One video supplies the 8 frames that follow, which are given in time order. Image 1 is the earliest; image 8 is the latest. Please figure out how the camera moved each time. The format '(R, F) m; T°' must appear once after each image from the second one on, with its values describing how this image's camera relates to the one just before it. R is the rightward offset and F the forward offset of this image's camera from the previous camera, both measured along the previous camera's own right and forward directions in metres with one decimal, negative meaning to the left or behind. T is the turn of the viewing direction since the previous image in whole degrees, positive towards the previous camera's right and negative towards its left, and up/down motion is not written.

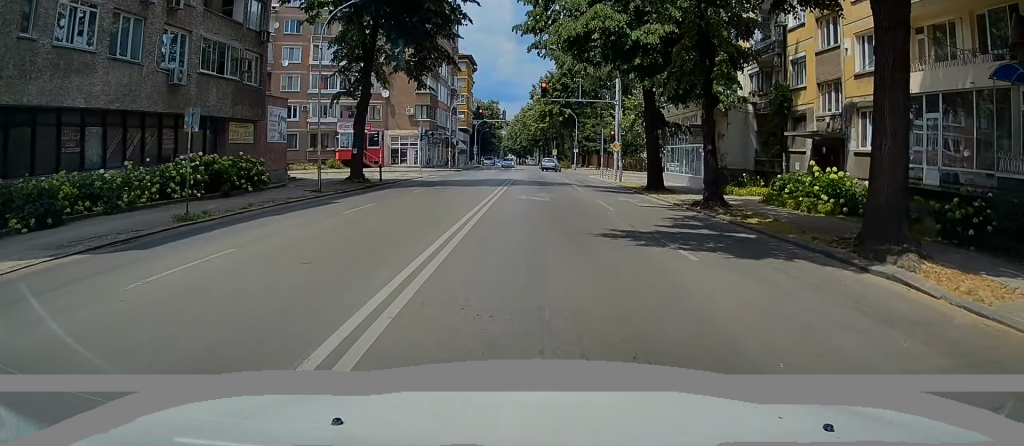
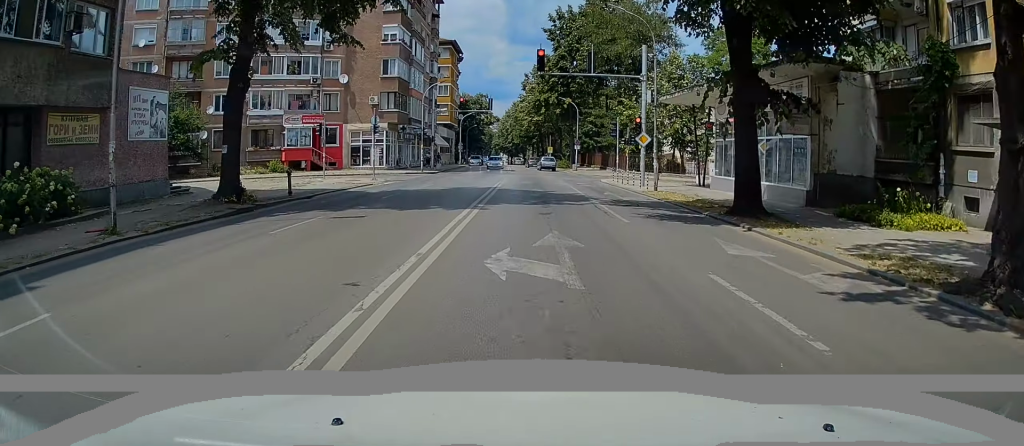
(+0.1, +13.4) m; 0°
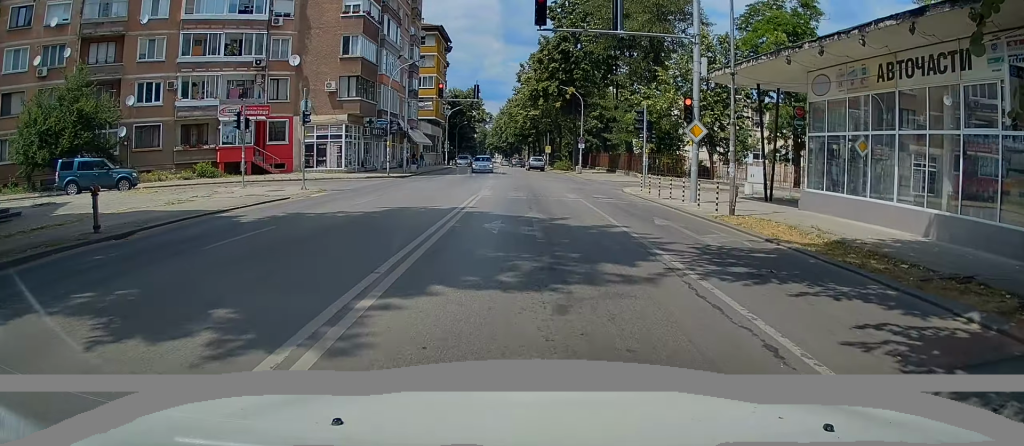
(+0.1, +11.7) m; +1°
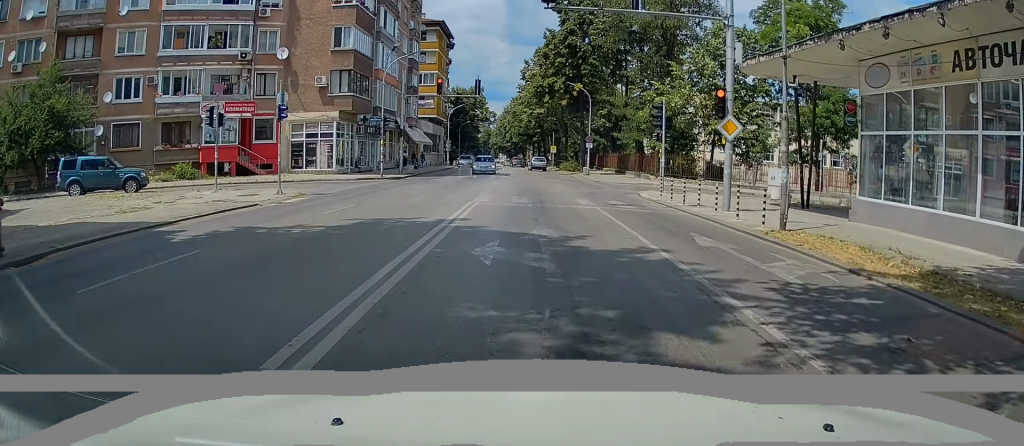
(+0.2, +3.5) m; 0°
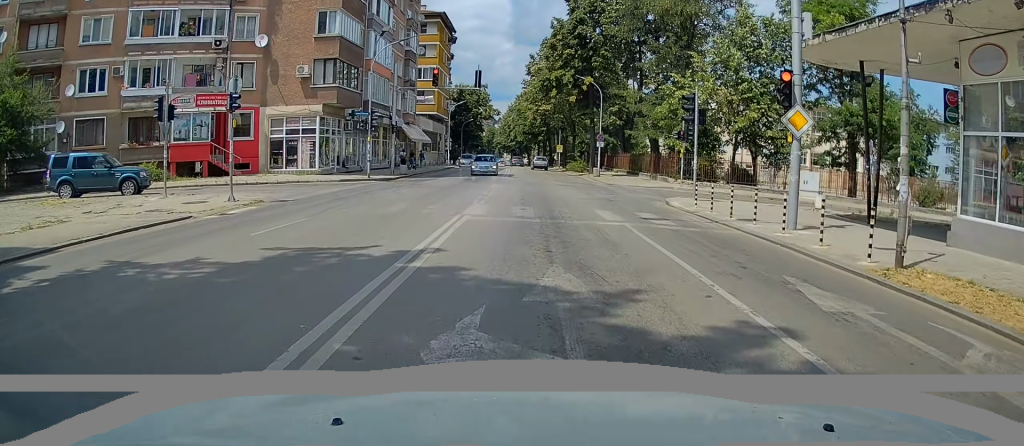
(-0.3, +4.5) m; -1°
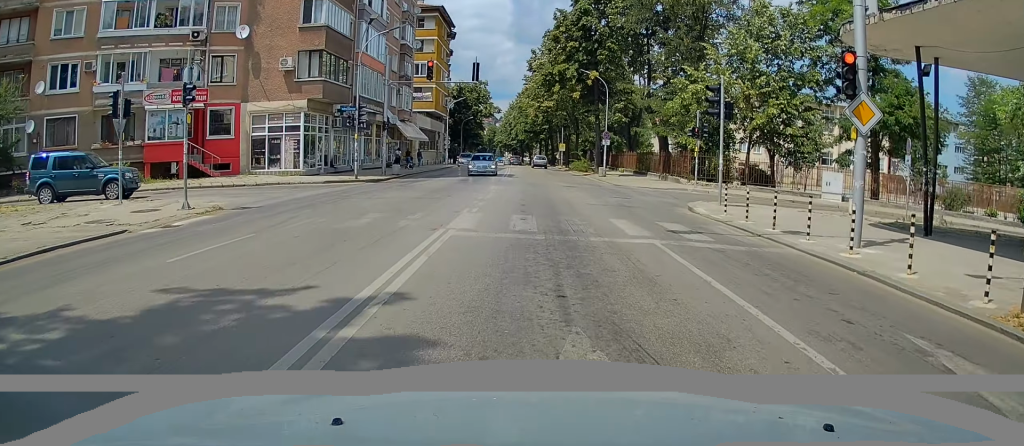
(+0.1, +2.9) m; 0°
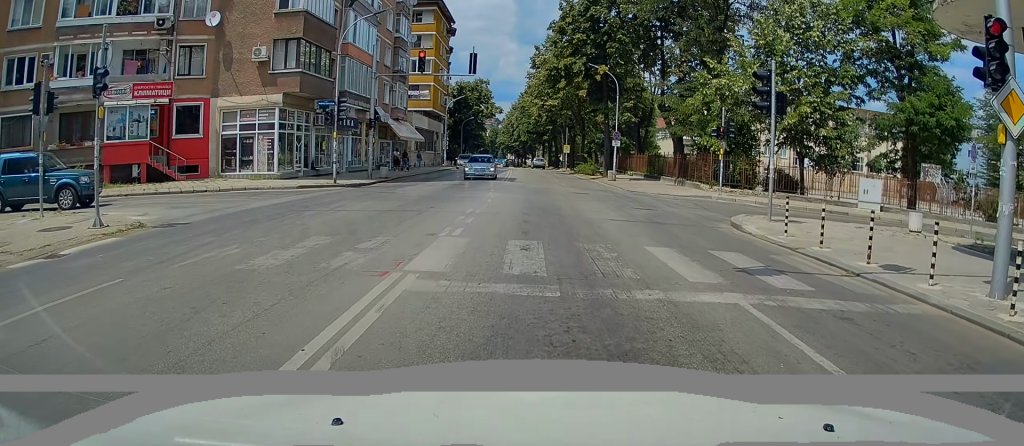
(-0.1, +4.5) m; -5°
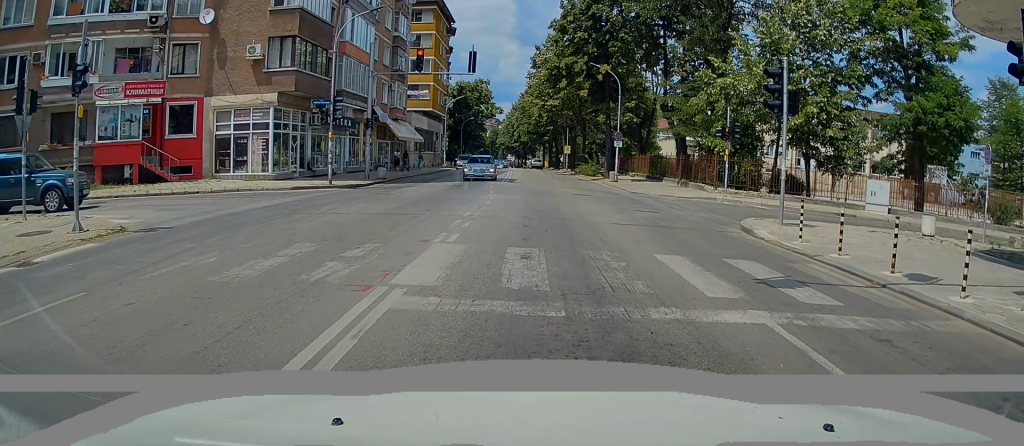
(0.0, +0.7) m; 0°
